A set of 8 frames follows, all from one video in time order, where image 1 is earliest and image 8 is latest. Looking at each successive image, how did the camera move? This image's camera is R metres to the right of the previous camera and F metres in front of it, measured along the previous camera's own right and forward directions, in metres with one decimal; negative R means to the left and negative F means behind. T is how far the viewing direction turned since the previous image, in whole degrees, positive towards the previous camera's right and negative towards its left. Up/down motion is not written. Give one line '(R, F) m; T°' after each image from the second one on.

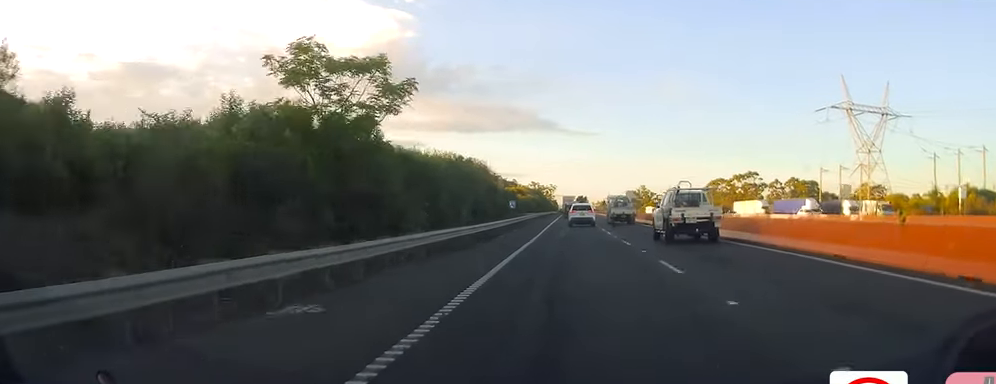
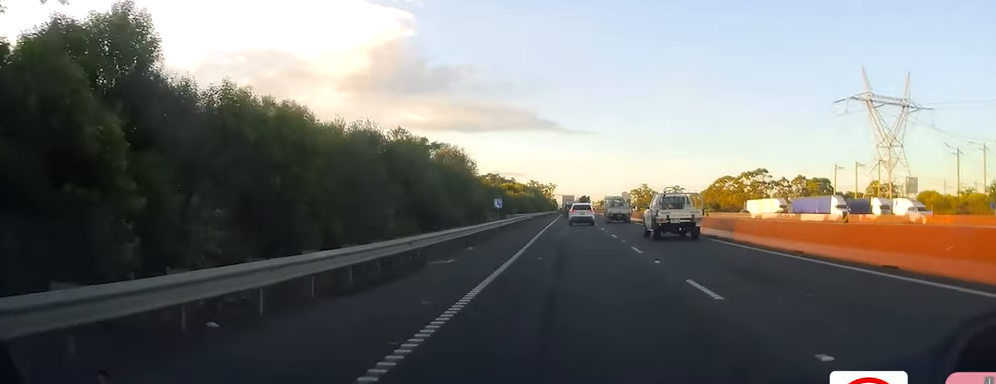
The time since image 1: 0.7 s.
(+0.1, +15.0) m; 0°
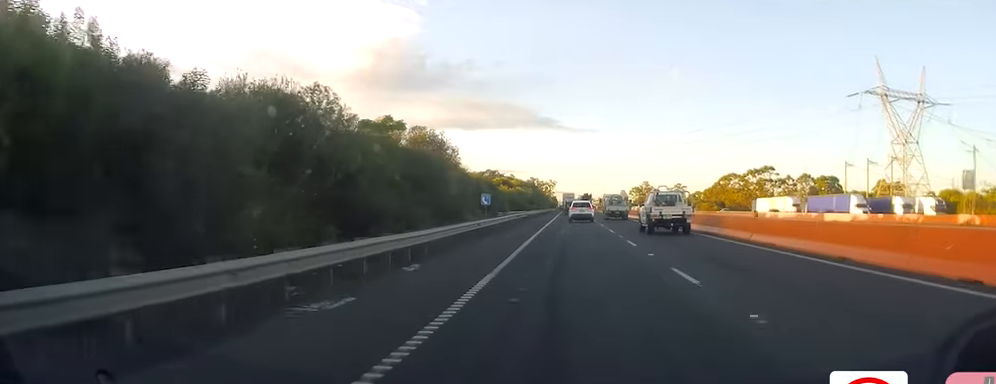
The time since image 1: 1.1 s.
(+0.1, +9.2) m; 0°
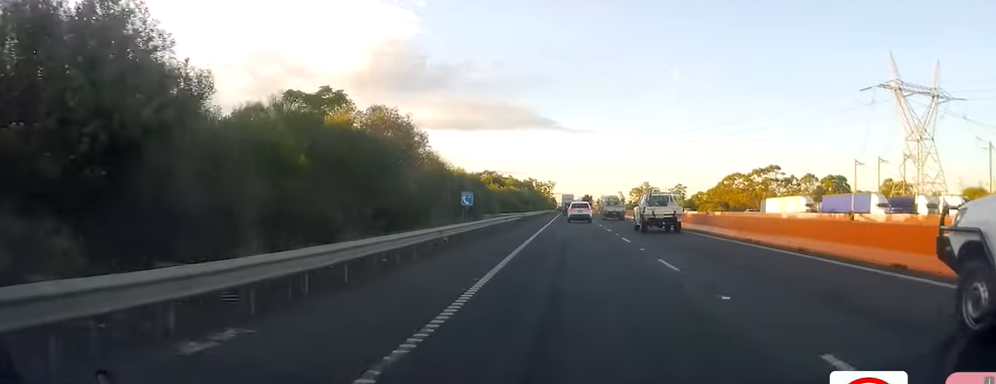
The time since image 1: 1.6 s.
(-0.2, +9.2) m; 0°
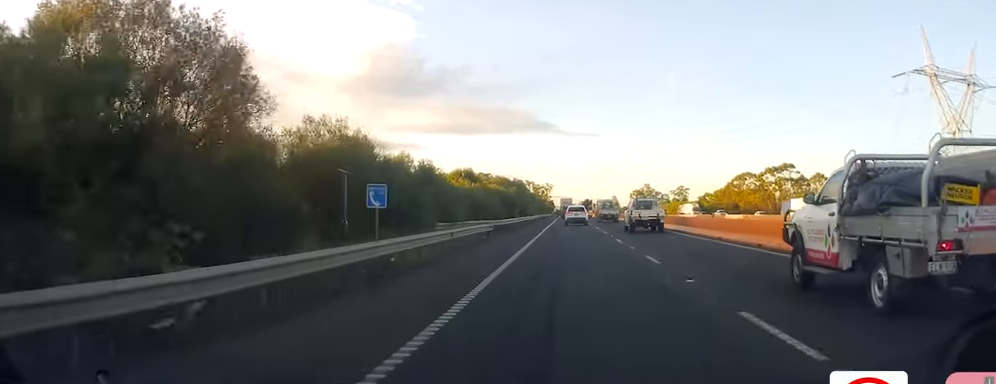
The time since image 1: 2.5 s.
(-0.2, +19.8) m; 0°
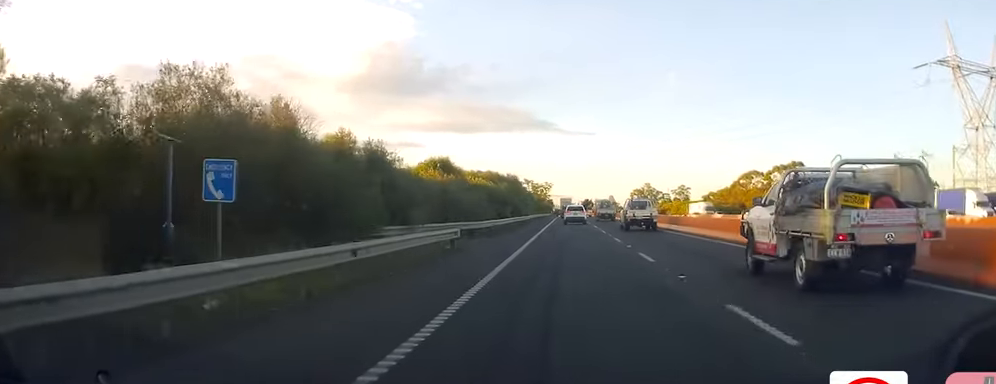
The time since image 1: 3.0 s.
(0.0, +10.6) m; +1°
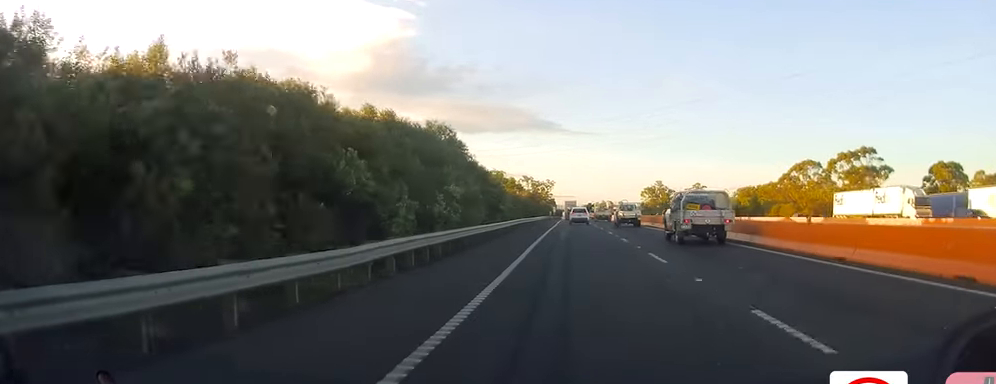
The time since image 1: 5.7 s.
(+0.3, +56.4) m; -1°
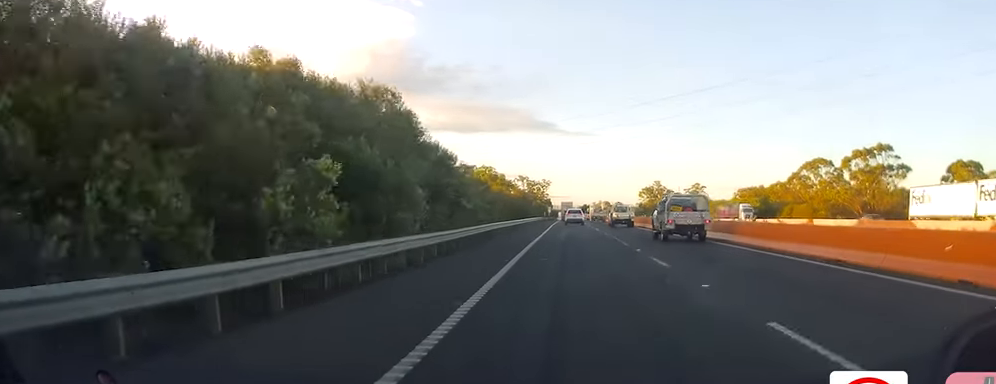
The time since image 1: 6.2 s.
(-0.1, +12.0) m; 0°
